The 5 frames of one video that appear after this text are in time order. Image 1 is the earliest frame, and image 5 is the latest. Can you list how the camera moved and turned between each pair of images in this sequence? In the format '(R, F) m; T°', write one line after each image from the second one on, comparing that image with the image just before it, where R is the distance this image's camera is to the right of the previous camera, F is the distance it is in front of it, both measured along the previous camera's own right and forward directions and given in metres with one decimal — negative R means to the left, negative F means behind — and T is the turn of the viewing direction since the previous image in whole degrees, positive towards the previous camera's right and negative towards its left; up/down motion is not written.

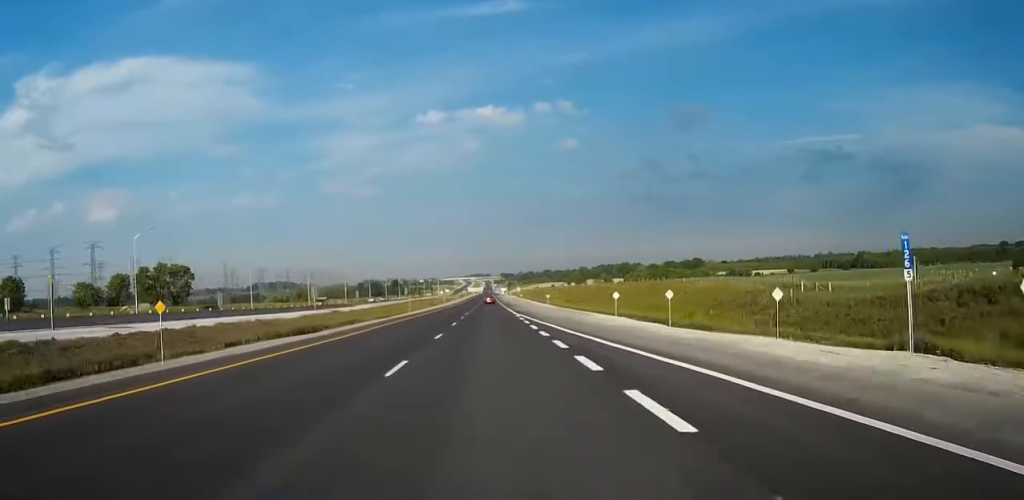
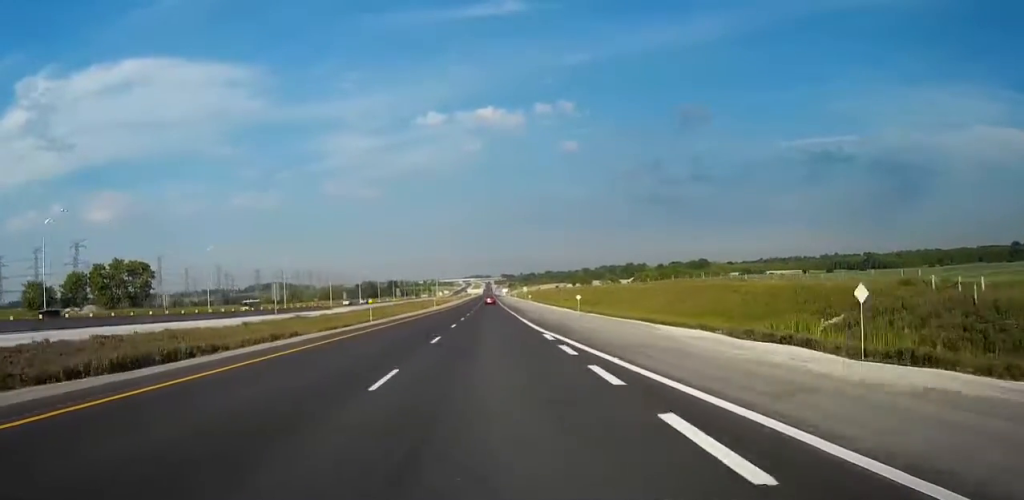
(0.0, +26.0) m; 0°
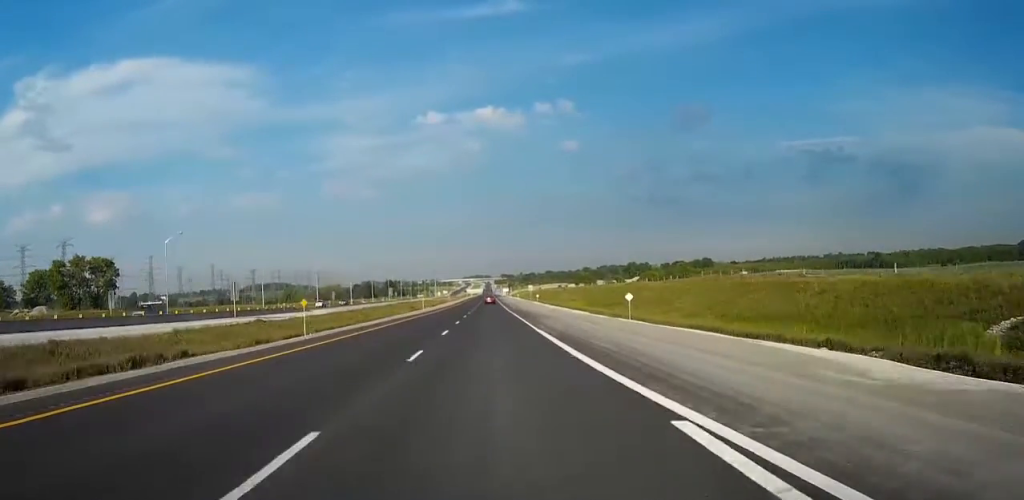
(0.0, +18.7) m; 0°
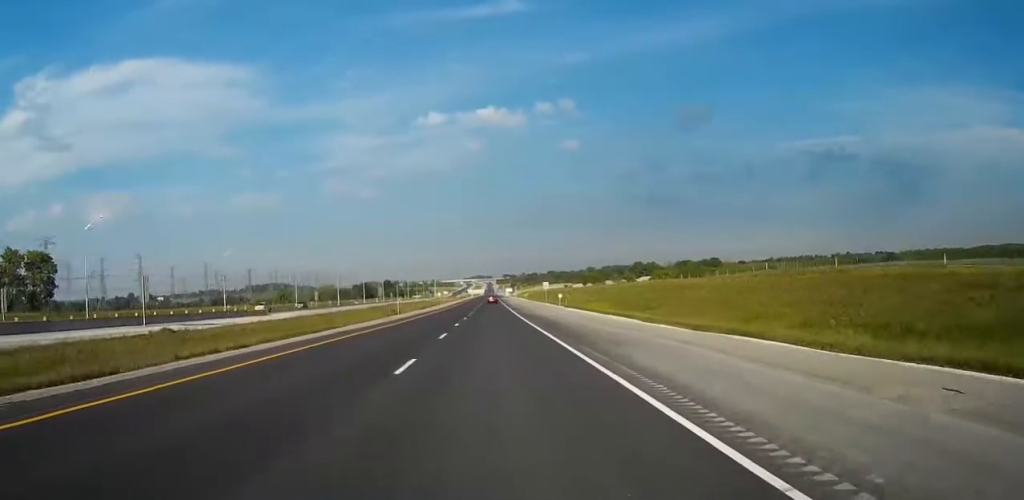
(0.0, +27.0) m; 0°
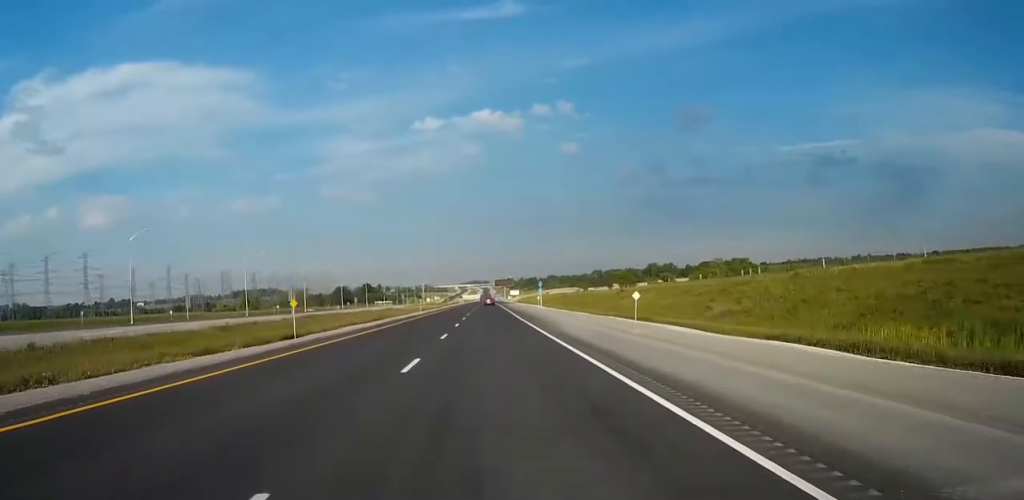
(0.0, +95.3) m; 0°
